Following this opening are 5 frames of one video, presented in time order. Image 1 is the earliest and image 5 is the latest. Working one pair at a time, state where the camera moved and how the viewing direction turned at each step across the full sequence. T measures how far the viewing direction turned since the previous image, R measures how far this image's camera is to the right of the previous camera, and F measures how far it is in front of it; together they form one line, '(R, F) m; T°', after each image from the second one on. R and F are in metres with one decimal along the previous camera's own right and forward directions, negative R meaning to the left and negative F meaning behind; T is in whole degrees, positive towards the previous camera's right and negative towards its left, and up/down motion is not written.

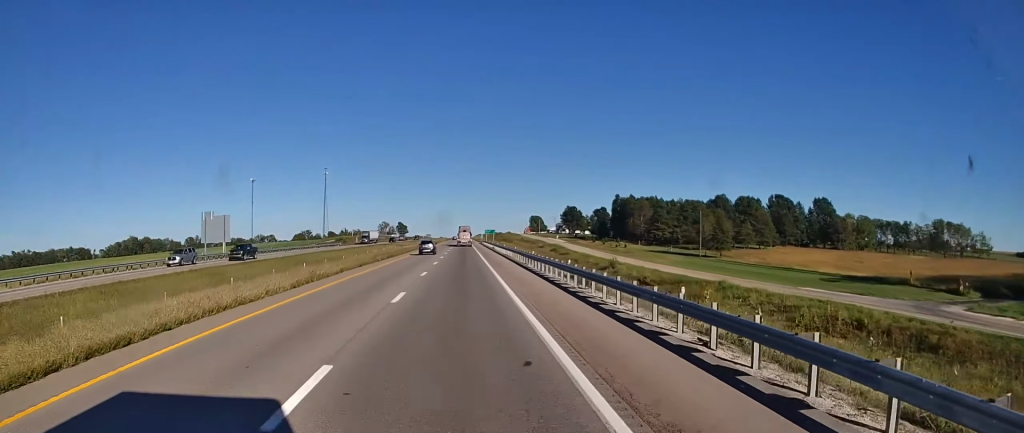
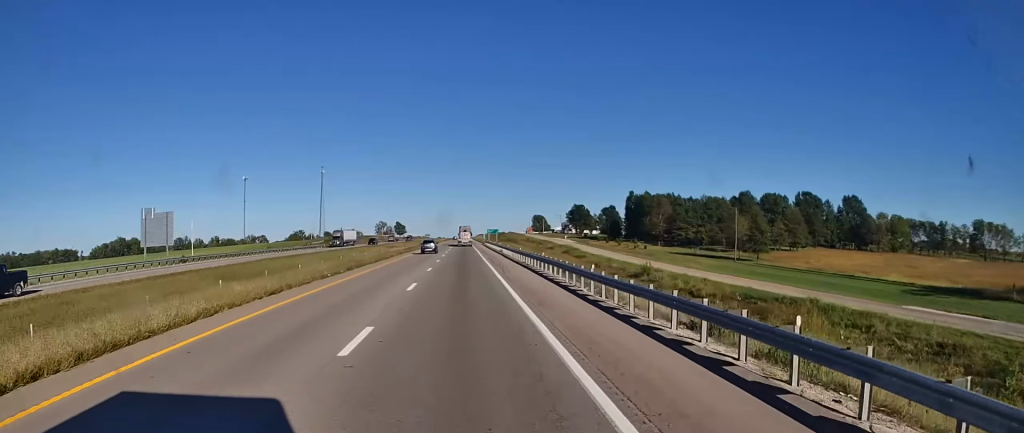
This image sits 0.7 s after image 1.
(-0.2, +20.0) m; 0°
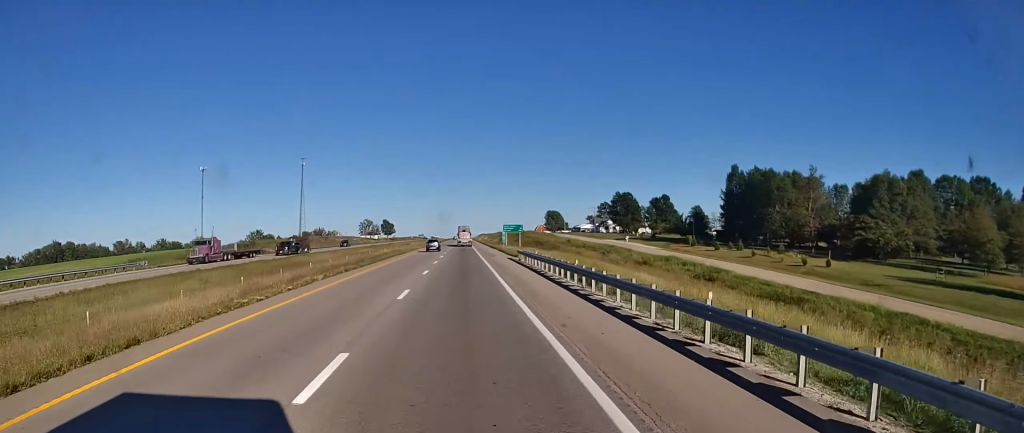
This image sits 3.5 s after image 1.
(+0.8, +86.9) m; +1°
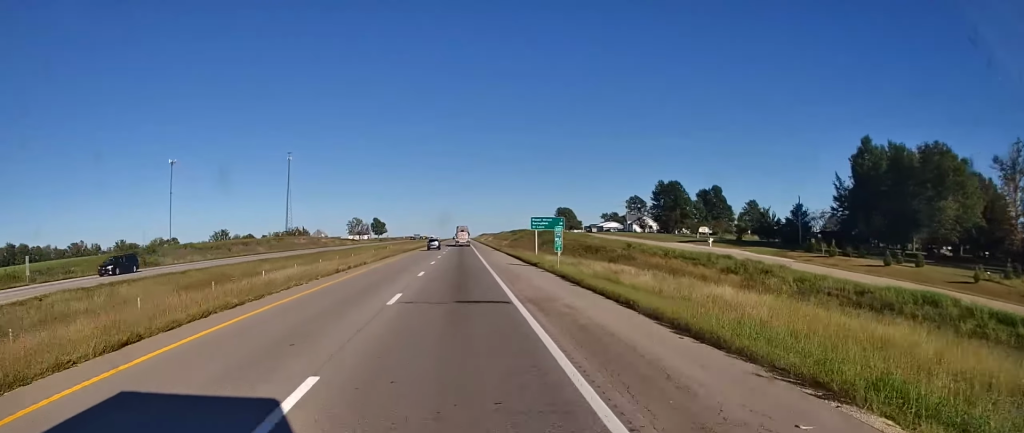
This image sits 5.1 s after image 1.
(-0.4, +49.6) m; 0°
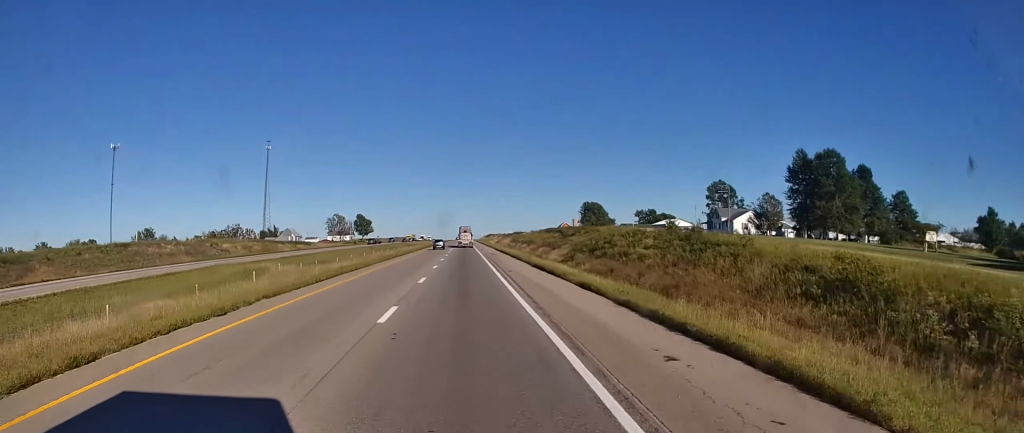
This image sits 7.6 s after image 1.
(-0.1, +75.9) m; 0°
